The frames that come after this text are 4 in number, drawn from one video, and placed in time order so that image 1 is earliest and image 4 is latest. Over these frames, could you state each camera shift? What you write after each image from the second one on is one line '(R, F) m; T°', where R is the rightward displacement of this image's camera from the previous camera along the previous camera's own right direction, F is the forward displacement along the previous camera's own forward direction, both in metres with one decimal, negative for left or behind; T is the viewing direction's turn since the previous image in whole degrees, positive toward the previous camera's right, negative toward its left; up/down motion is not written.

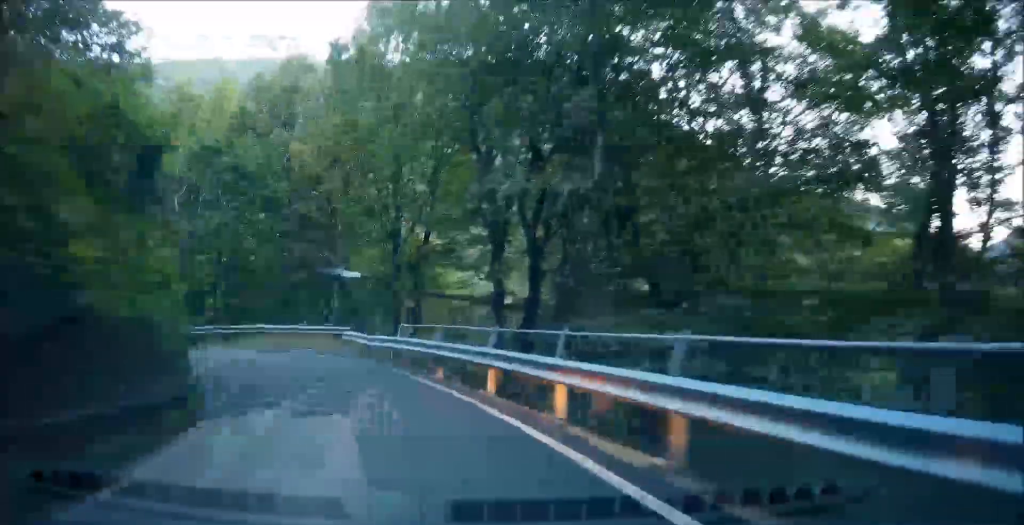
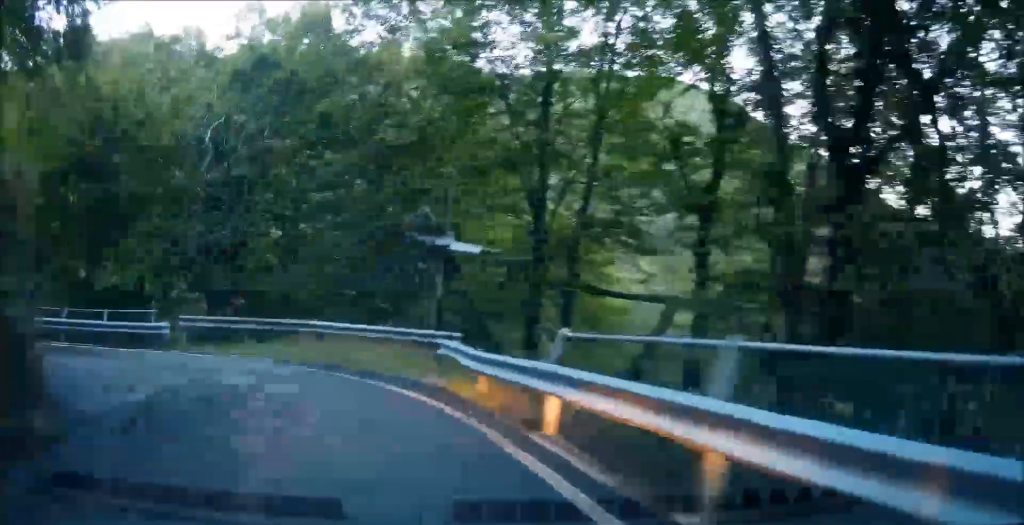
(+1.4, +12.0) m; +4°
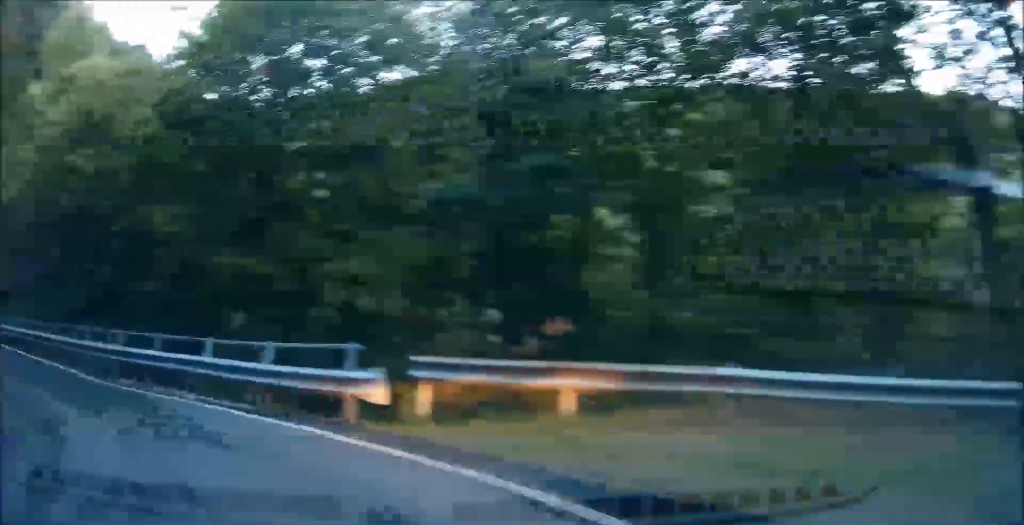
(-2.0, +10.8) m; -34°
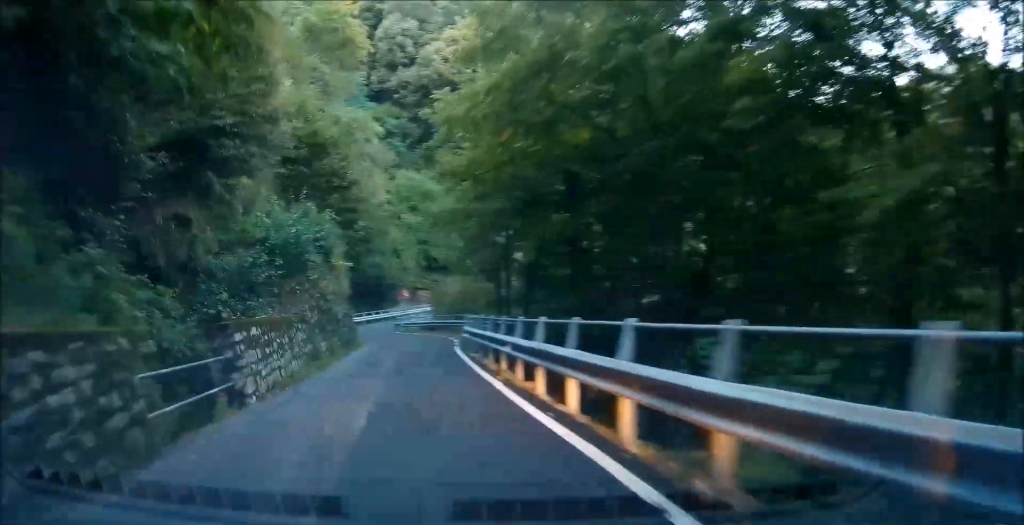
(-3.6, +11.2) m; -28°
